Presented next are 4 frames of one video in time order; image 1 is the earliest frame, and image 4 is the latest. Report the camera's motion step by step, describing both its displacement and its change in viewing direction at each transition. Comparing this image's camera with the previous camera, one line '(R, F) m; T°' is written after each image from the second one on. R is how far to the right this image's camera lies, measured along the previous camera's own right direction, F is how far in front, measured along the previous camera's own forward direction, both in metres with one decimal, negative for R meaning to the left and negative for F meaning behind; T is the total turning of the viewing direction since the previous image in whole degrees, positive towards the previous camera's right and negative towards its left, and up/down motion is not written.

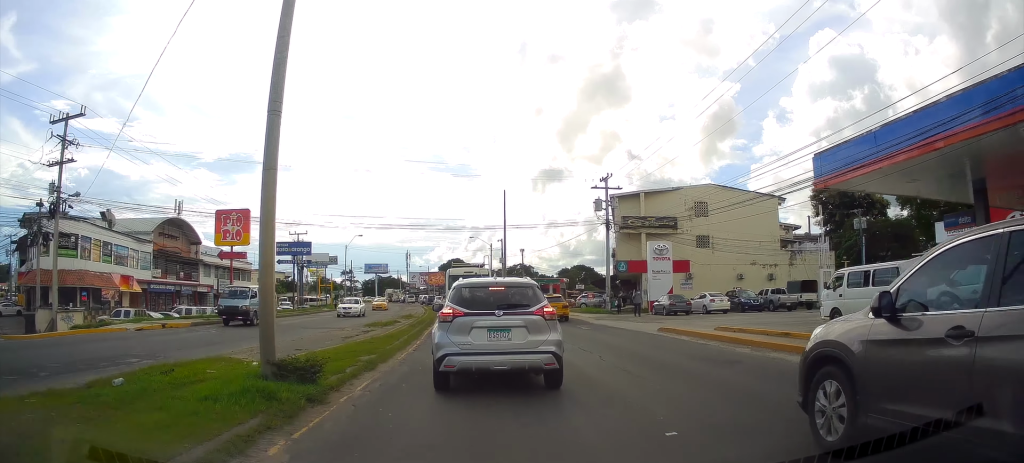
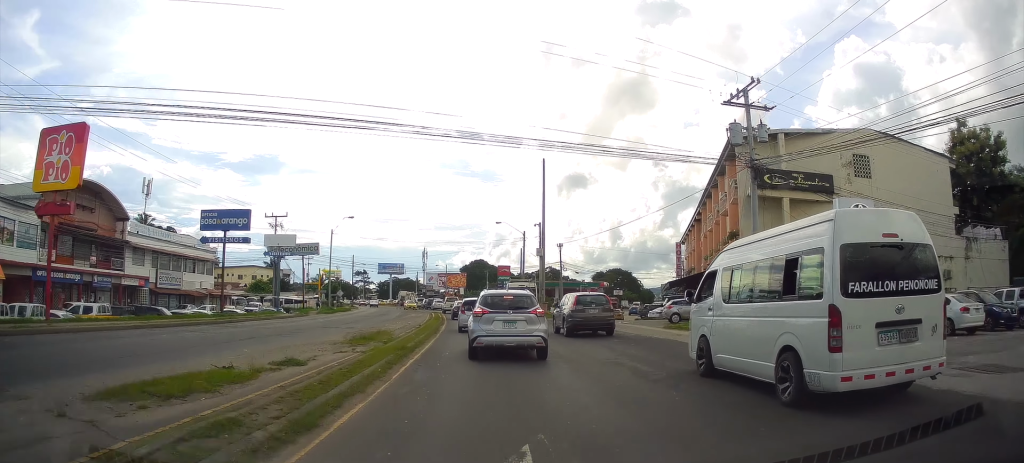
(-2.1, +24.5) m; -5°
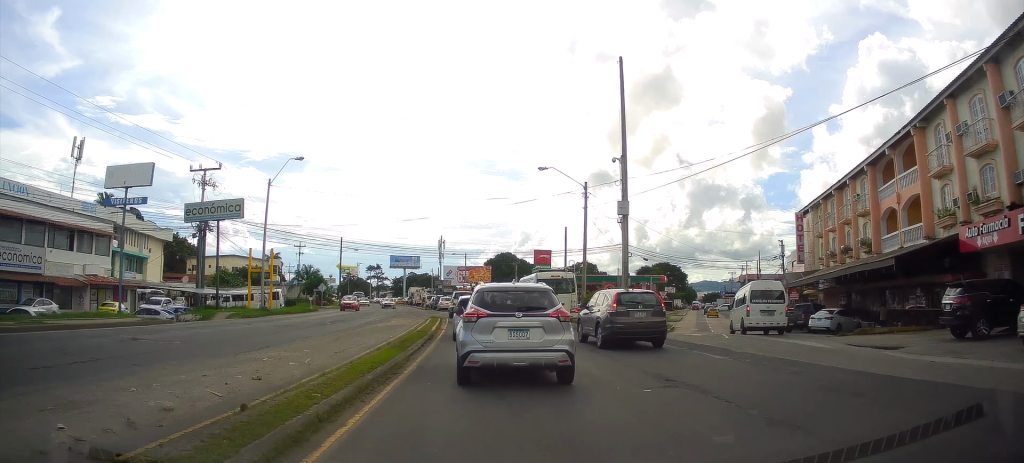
(+0.5, +23.3) m; +1°
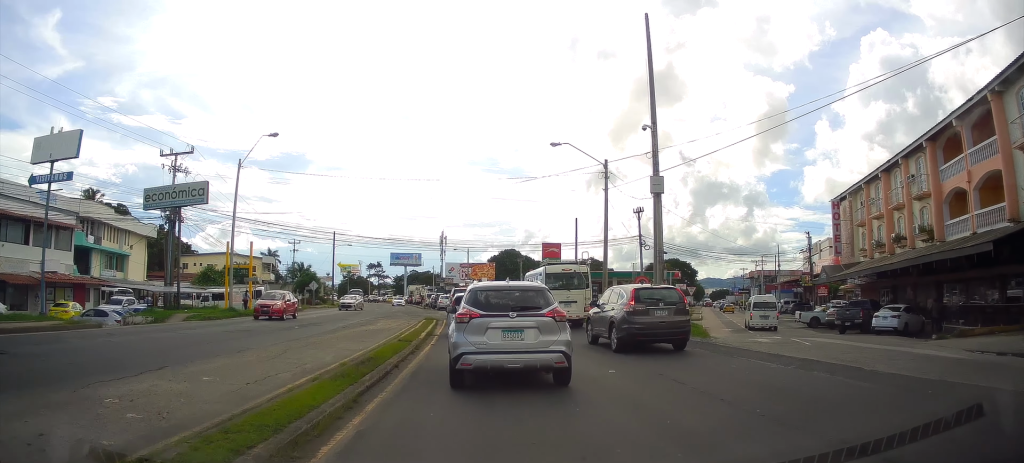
(-0.1, +6.1) m; -2°
